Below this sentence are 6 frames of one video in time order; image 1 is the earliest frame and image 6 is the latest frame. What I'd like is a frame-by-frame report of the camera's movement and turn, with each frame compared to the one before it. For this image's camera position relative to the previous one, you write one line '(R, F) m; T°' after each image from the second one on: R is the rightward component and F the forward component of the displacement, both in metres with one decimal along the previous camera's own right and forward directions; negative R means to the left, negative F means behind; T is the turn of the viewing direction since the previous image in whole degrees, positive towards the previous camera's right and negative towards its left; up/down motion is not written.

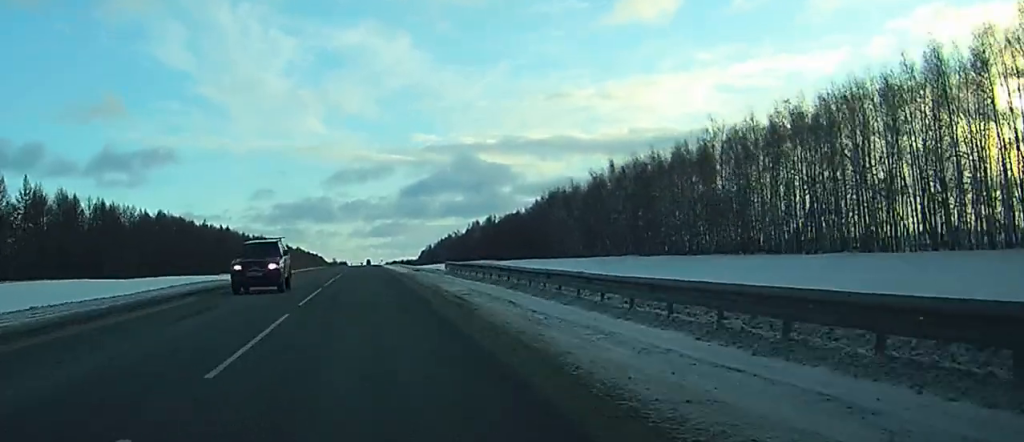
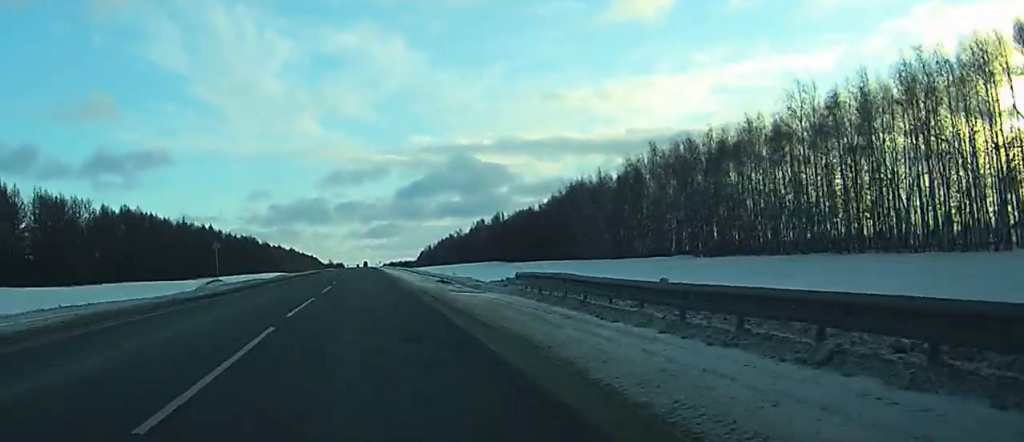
(+0.1, +26.3) m; 0°
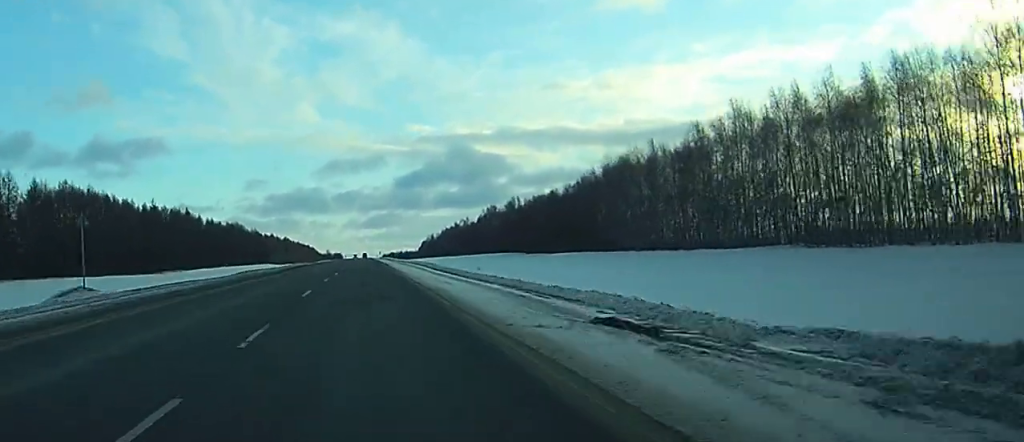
(0.0, +33.7) m; 0°
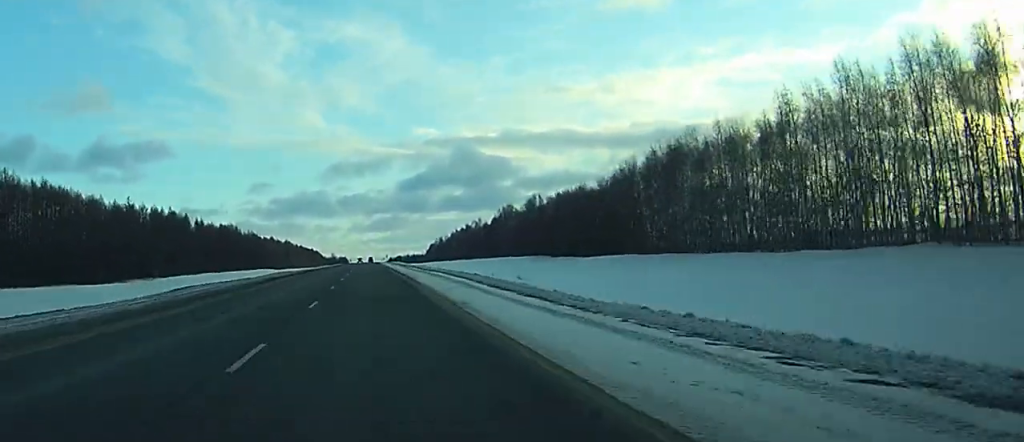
(+0.1, +25.9) m; 0°
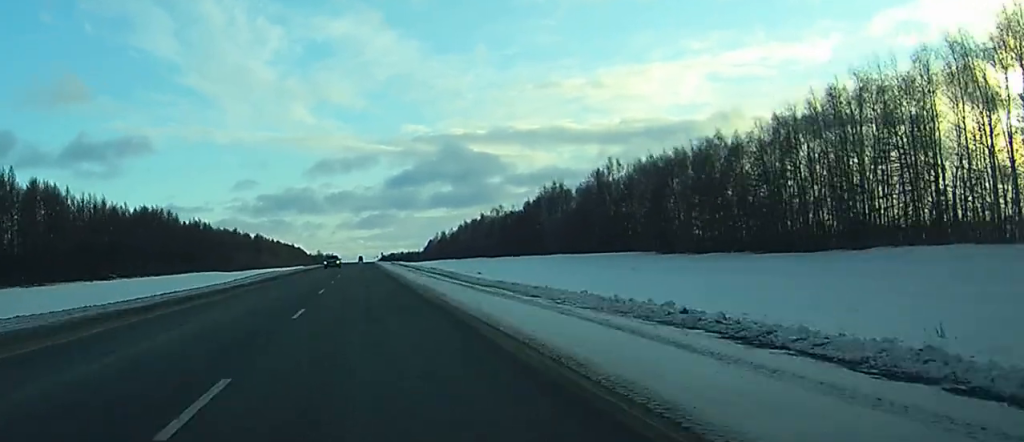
(0.0, +88.1) m; 0°
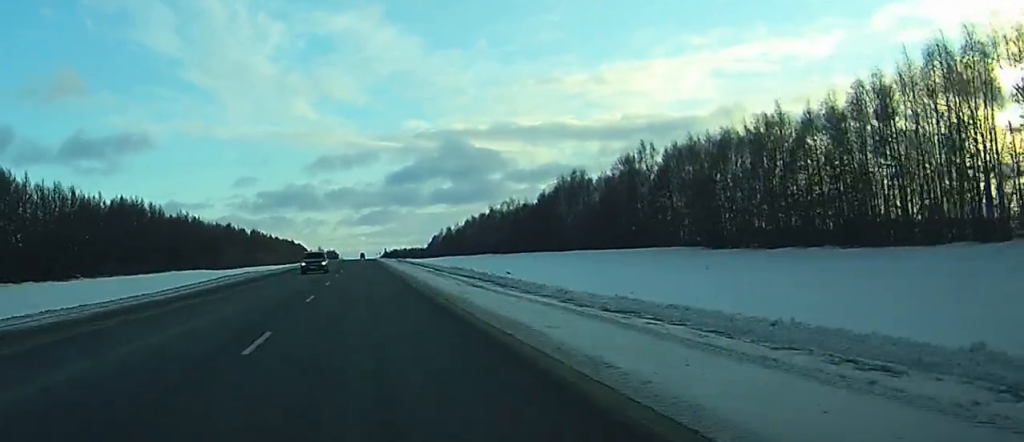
(-0.2, +19.2) m; 0°
